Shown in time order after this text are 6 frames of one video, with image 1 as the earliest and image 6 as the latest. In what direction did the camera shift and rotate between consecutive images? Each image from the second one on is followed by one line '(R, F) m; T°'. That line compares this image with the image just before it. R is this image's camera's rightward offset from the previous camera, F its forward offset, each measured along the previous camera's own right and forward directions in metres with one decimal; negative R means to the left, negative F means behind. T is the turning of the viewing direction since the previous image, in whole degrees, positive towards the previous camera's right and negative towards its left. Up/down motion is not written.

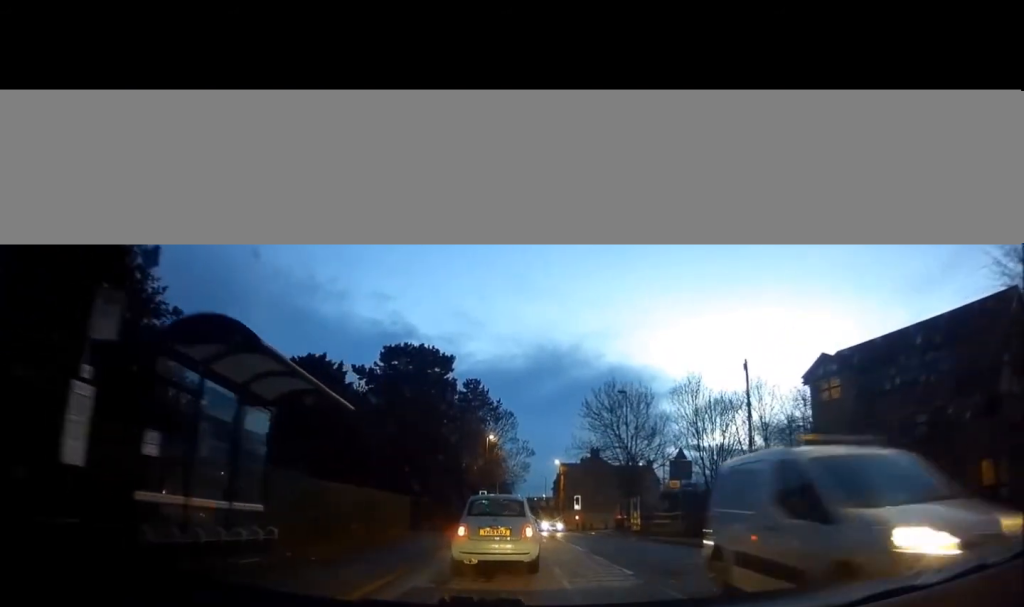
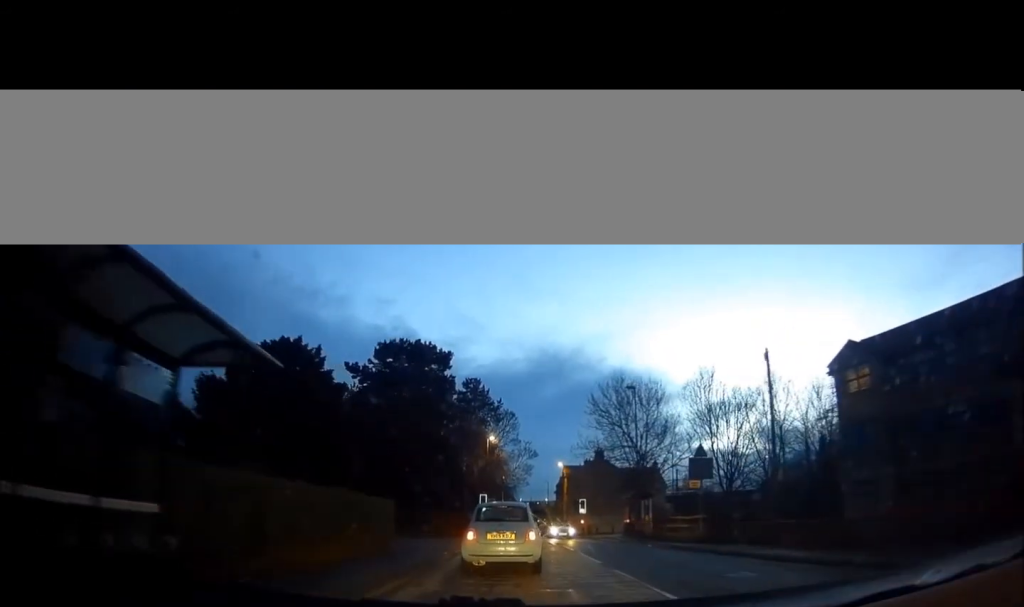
(0.0, +2.6) m; +2°
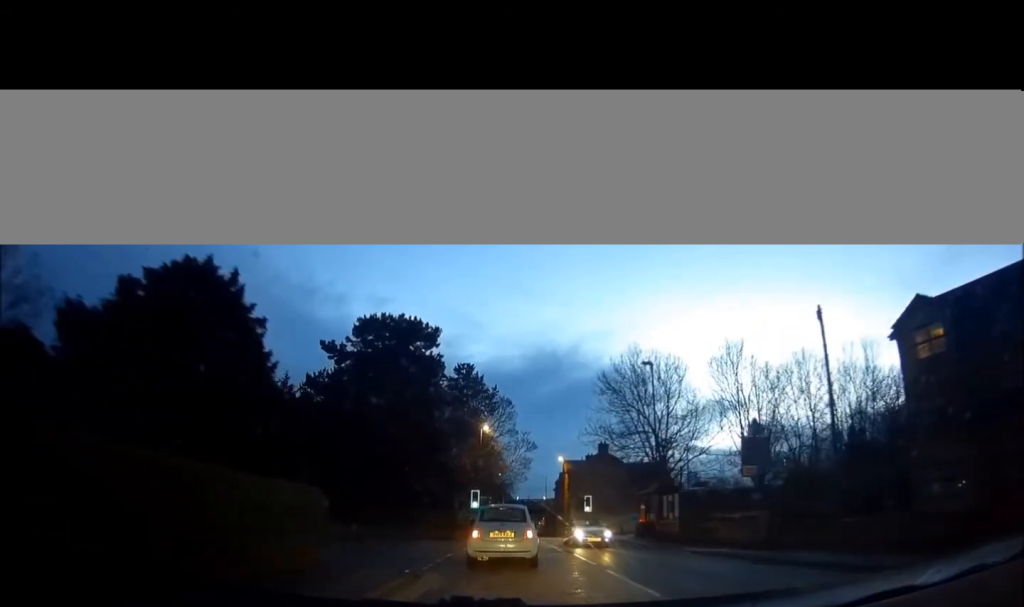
(+0.2, +5.7) m; +1°
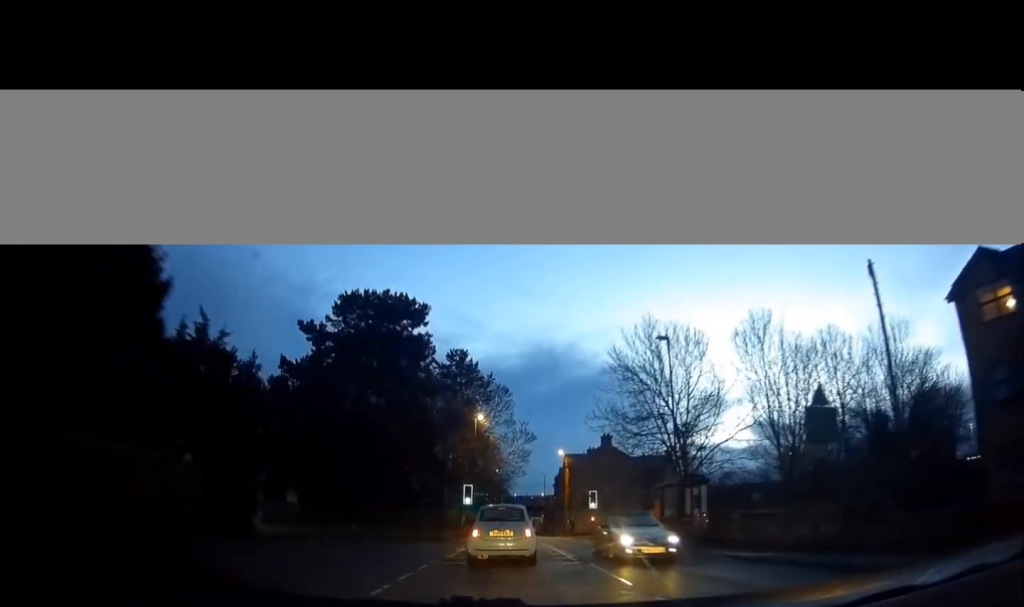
(-0.1, +4.2) m; 0°
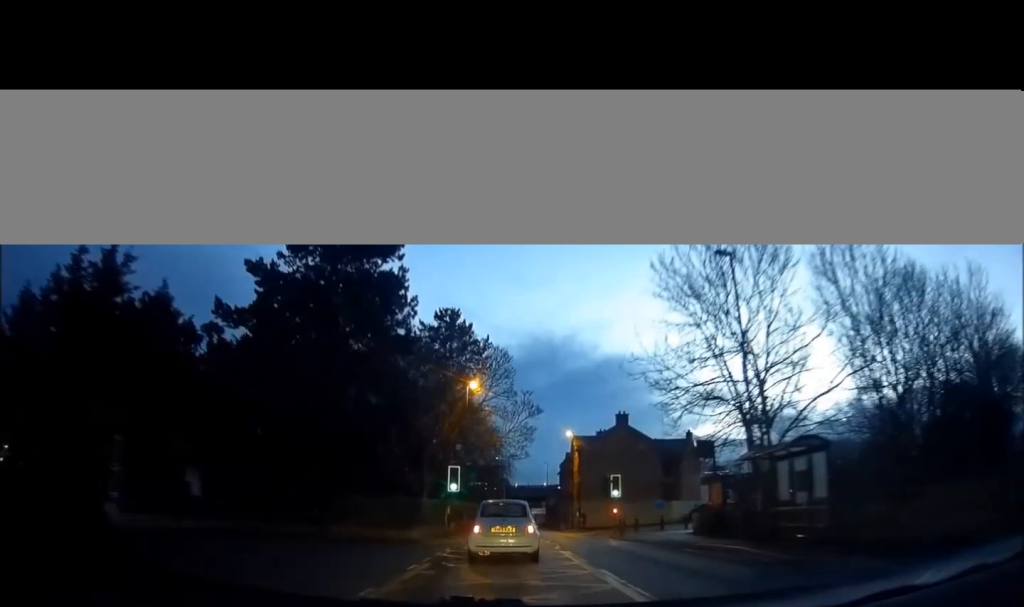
(-0.1, +8.4) m; 0°
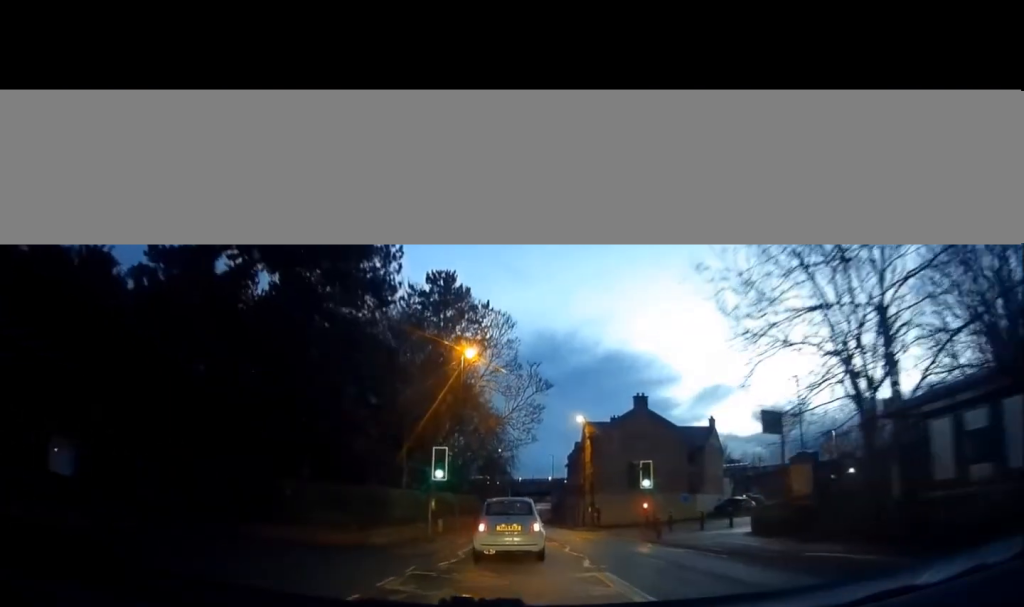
(0.0, +6.5) m; 0°
